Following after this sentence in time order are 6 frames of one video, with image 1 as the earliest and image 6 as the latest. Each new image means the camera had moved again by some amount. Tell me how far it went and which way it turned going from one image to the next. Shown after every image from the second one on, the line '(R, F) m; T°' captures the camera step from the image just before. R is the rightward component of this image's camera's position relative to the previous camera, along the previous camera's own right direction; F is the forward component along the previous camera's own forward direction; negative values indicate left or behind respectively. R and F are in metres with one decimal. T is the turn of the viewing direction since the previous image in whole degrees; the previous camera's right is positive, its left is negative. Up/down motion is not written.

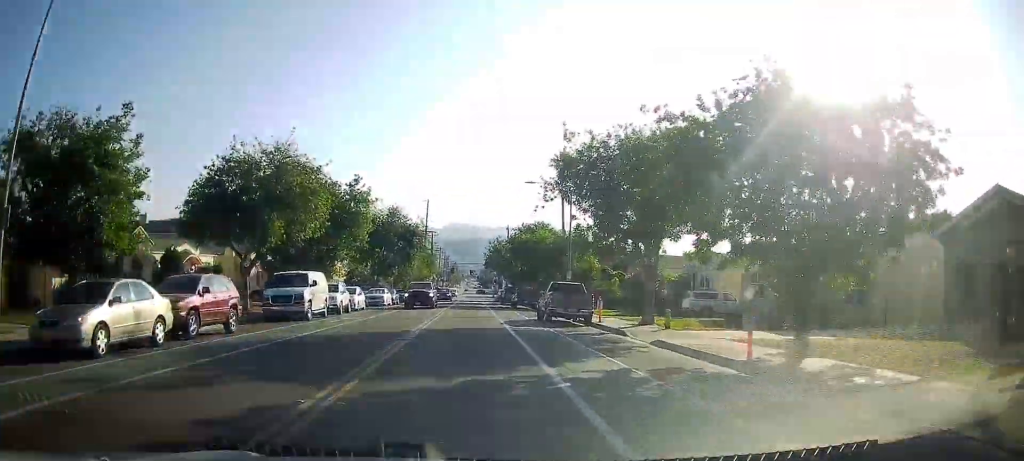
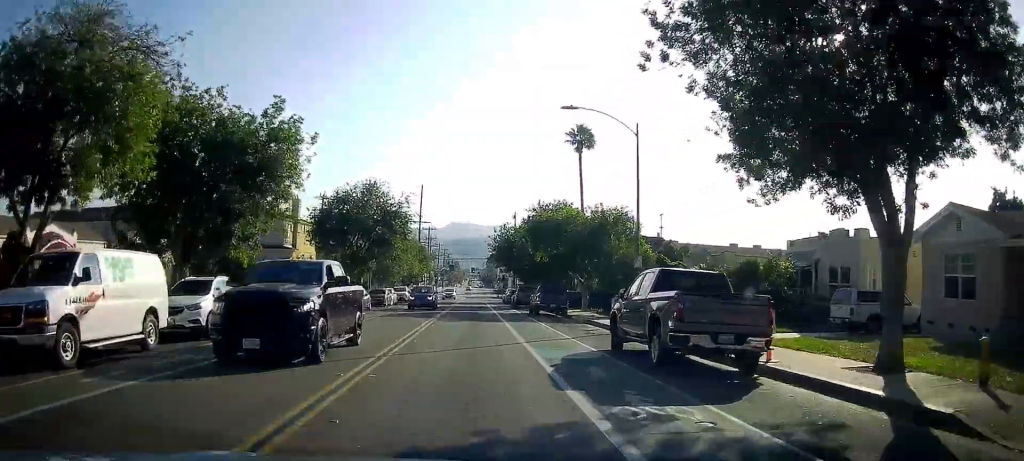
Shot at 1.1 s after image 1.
(0.0, +17.3) m; 0°
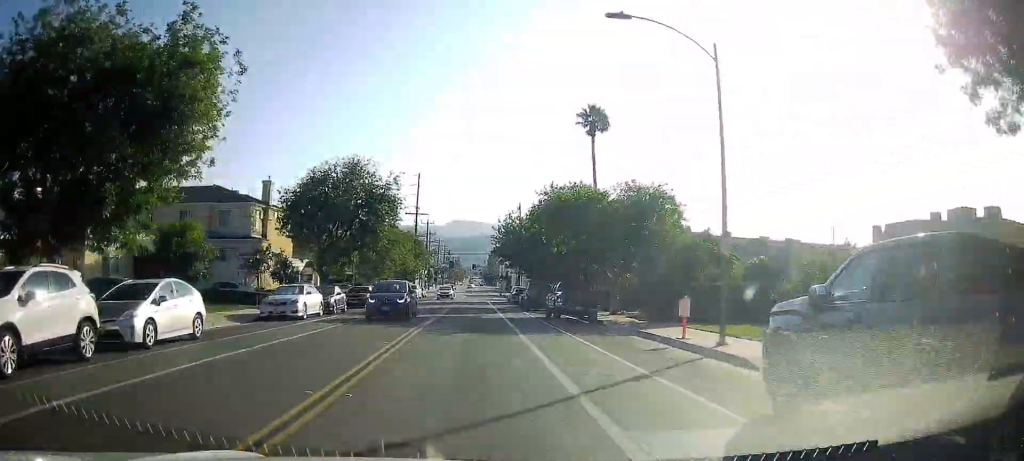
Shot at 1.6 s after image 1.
(0.0, +8.4) m; 0°
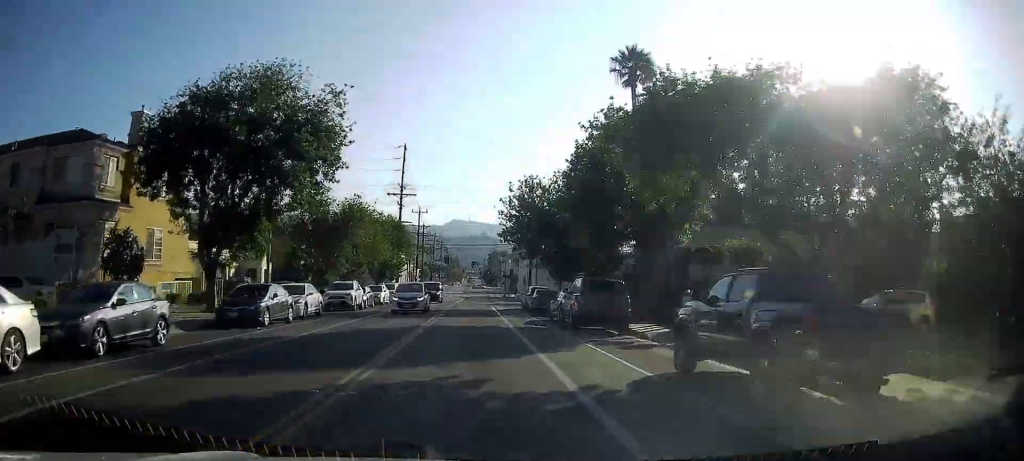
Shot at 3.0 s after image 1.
(+0.1, +20.8) m; -1°
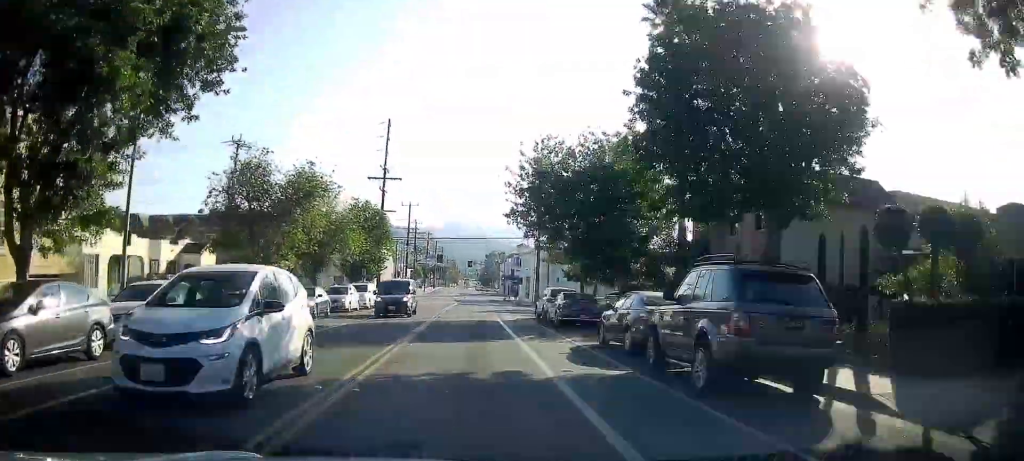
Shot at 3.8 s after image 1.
(-0.2, +13.0) m; -1°
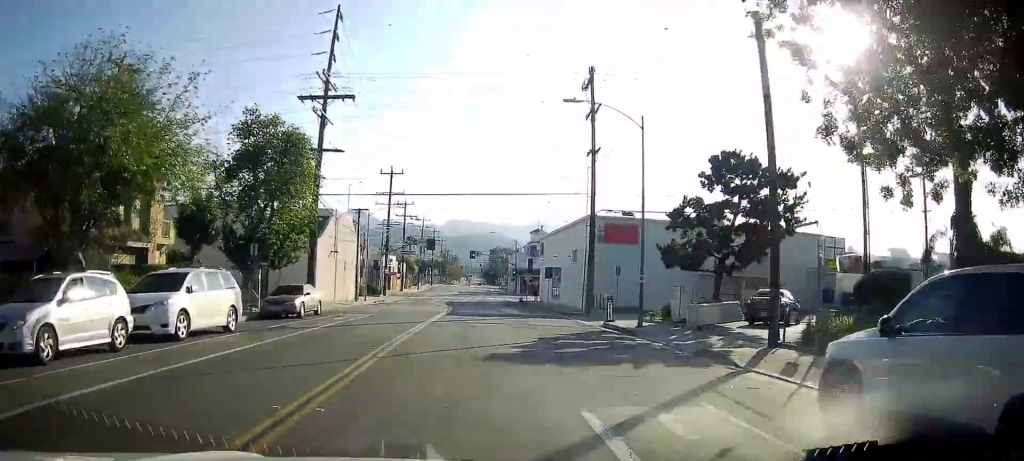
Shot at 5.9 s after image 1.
(+0.2, +28.5) m; +2°
